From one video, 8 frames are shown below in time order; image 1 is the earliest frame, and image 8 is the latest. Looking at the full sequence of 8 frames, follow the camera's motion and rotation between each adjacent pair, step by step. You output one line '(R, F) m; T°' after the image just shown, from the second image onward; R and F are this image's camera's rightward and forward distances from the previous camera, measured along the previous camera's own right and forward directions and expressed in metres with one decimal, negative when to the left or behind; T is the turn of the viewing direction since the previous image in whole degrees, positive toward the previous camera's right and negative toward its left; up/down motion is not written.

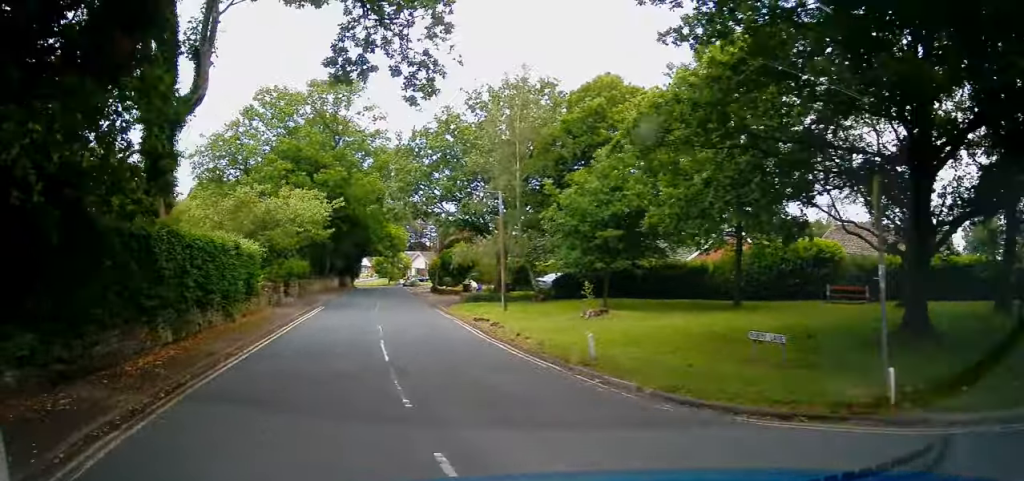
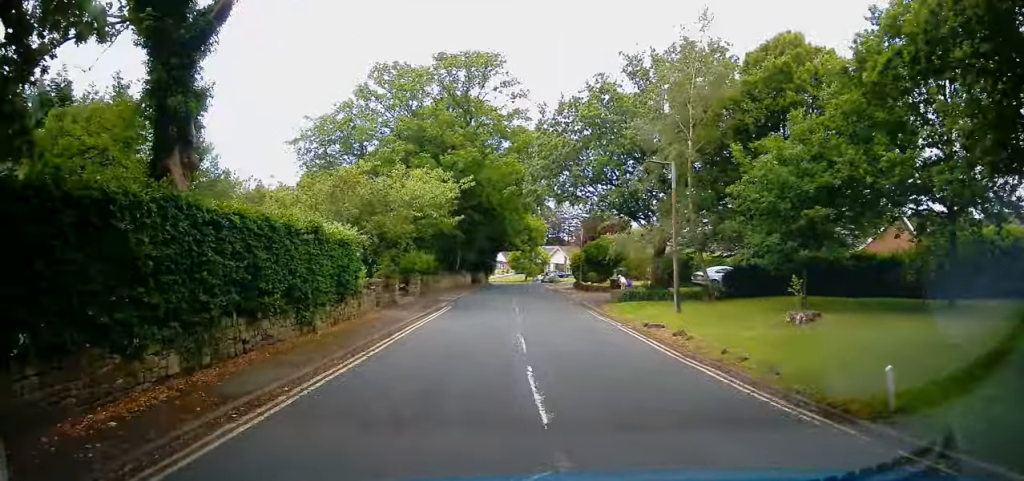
(-1.2, +5.3) m; -11°
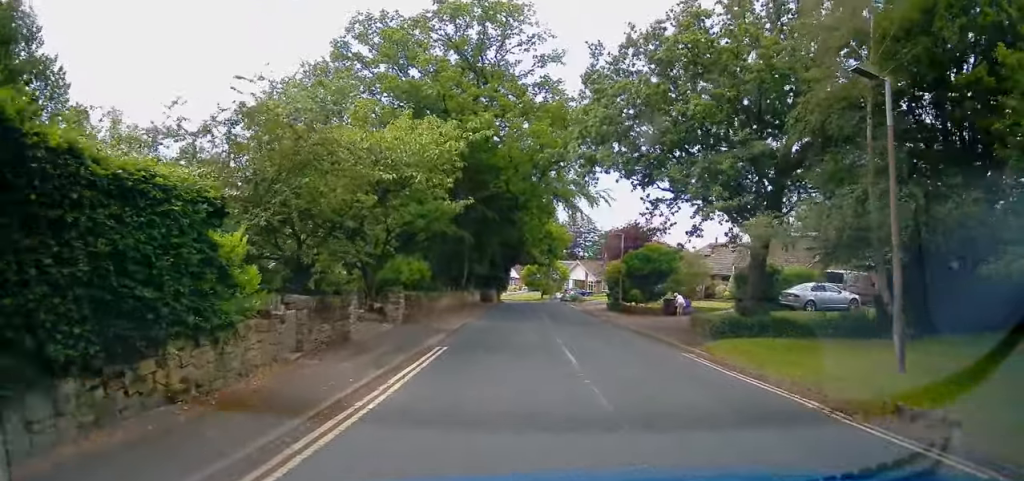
(-0.7, +10.9) m; -1°
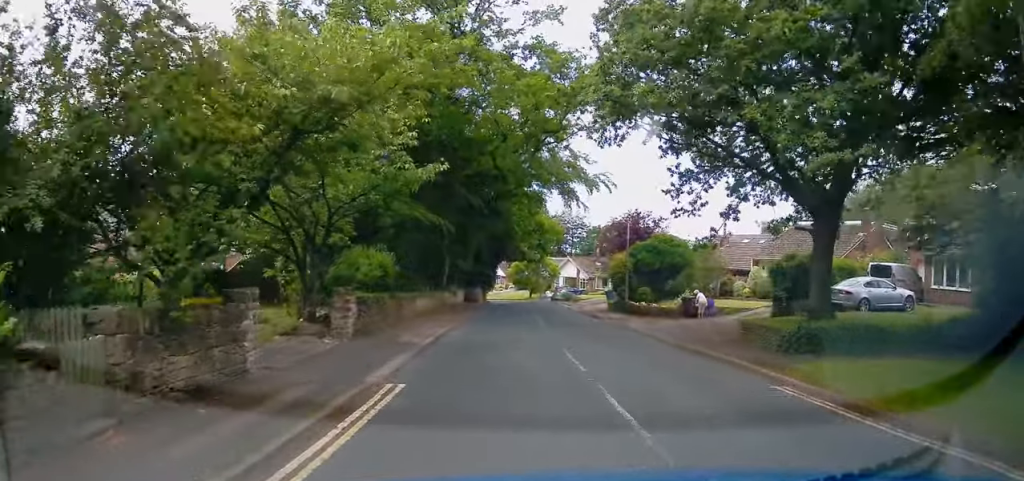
(+0.2, +5.9) m; -1°
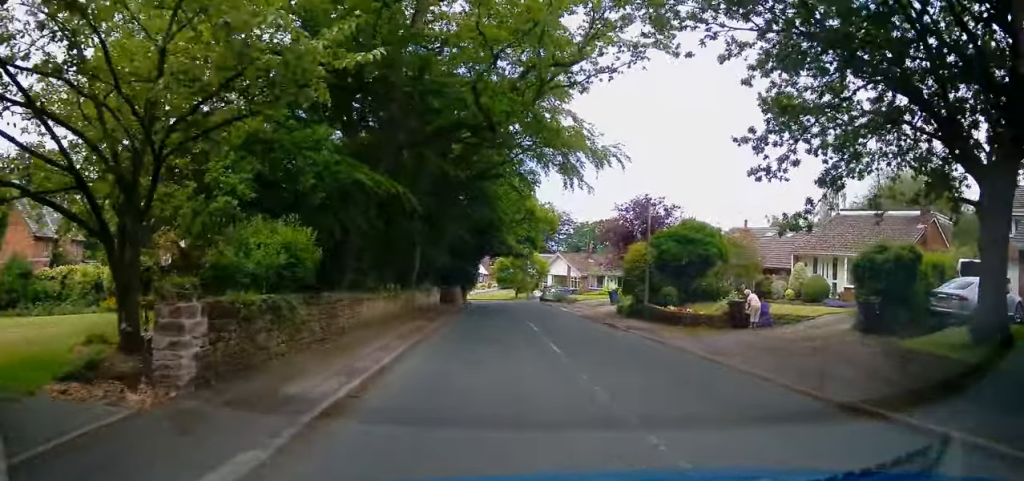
(+0.1, +7.5) m; 0°
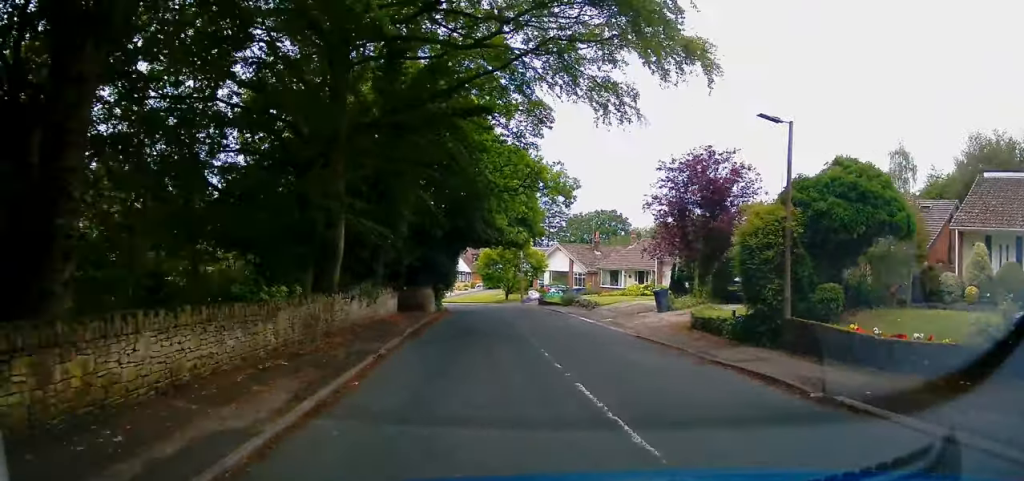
(-0.2, +13.5) m; +1°
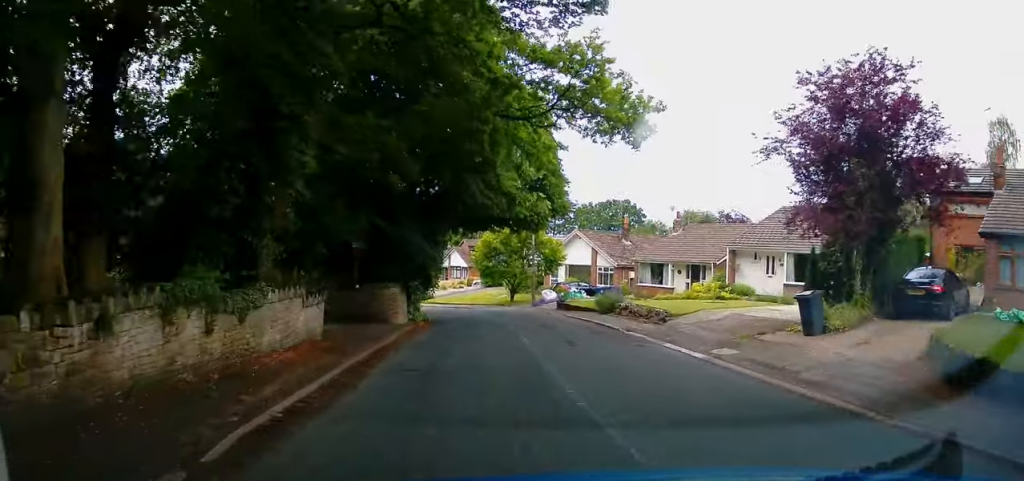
(+0.4, +12.3) m; +1°
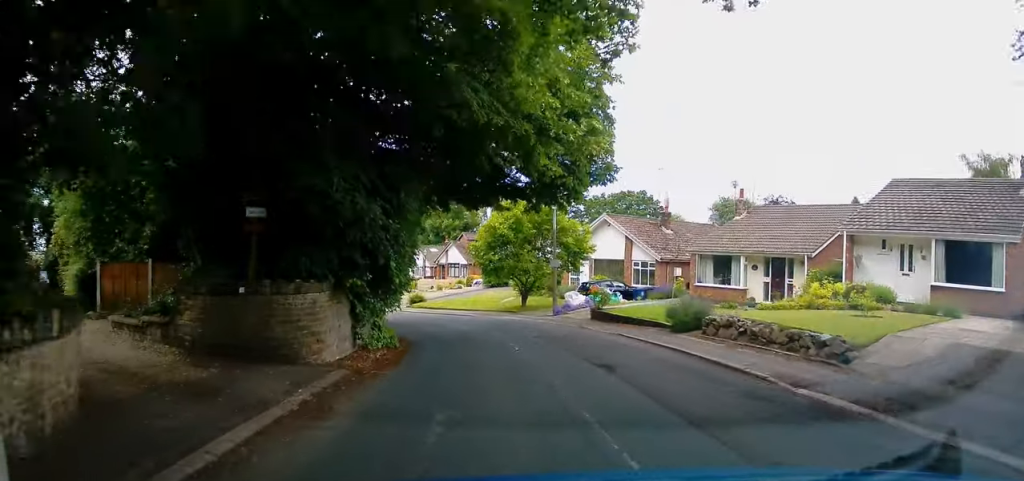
(-0.2, +10.4) m; -1°
